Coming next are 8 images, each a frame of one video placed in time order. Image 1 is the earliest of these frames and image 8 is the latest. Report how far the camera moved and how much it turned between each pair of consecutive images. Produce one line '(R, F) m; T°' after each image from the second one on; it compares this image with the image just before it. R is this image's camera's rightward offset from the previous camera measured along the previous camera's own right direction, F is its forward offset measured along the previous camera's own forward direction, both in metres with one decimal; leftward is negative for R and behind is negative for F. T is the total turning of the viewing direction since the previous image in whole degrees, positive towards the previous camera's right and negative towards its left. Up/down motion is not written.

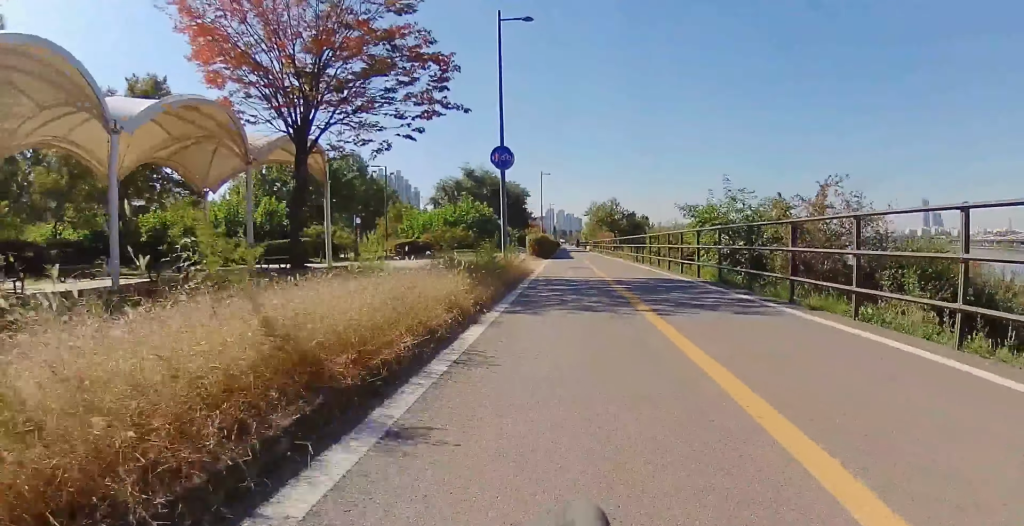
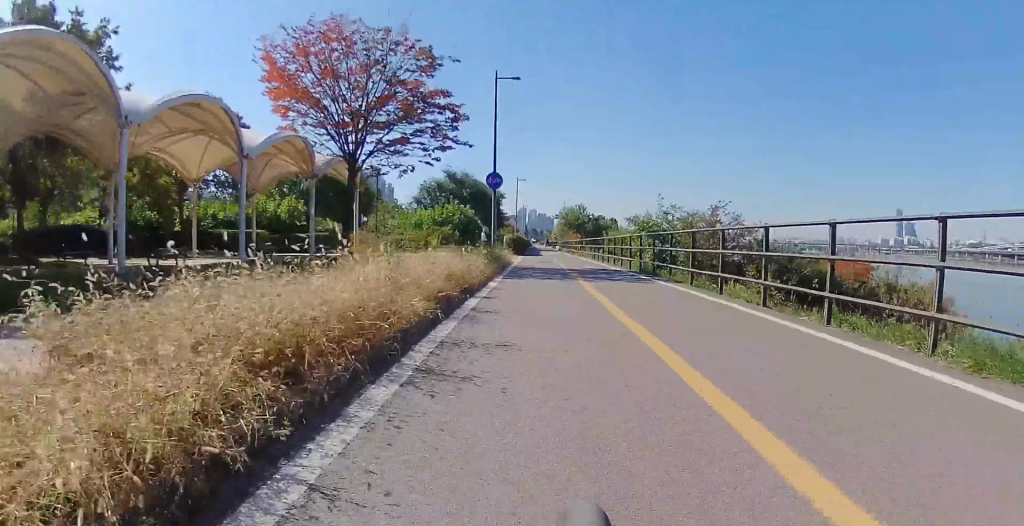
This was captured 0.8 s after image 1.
(0.0, +6.1) m; 0°
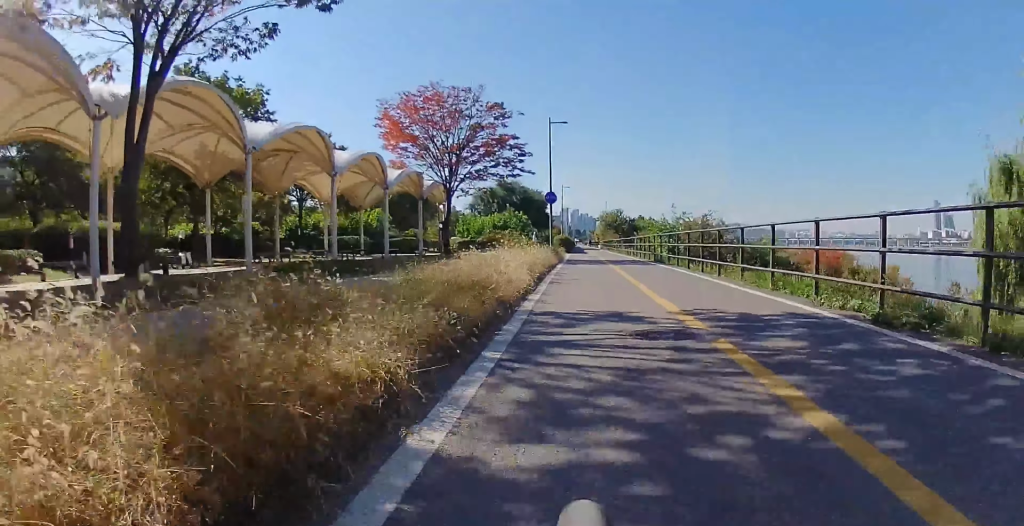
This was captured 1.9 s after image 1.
(0.0, +8.1) m; +2°
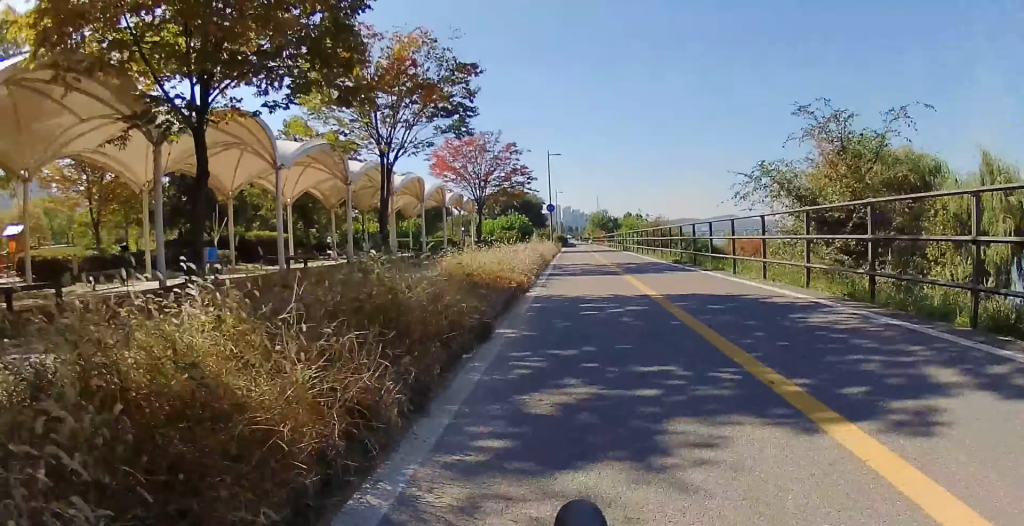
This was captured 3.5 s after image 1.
(+0.4, +12.0) m; +1°
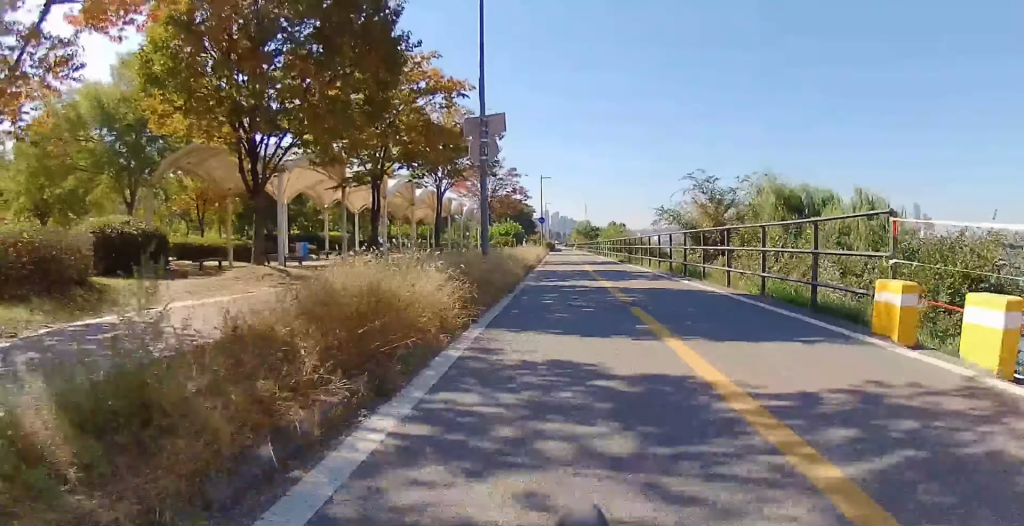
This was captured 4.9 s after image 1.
(-0.4, +11.1) m; -2°
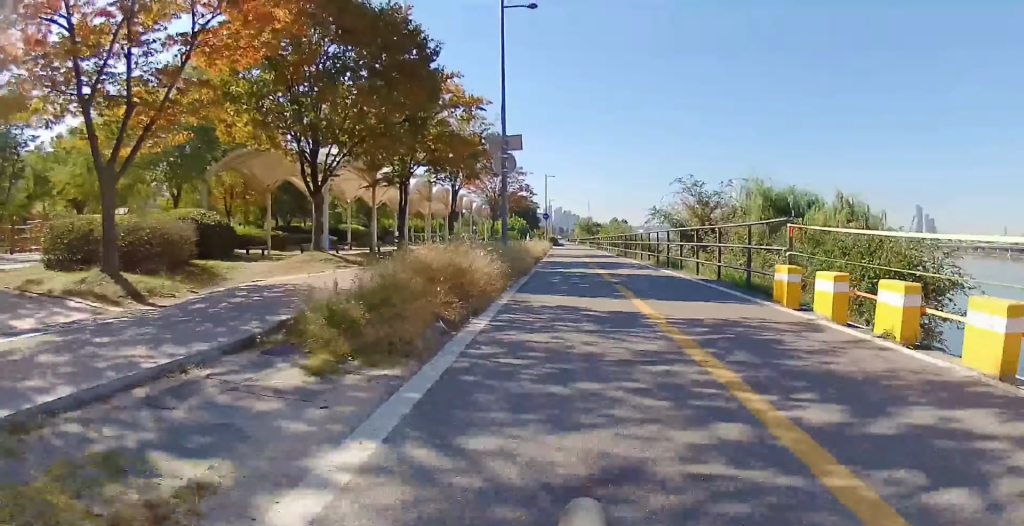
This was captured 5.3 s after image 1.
(0.0, +3.0) m; 0°
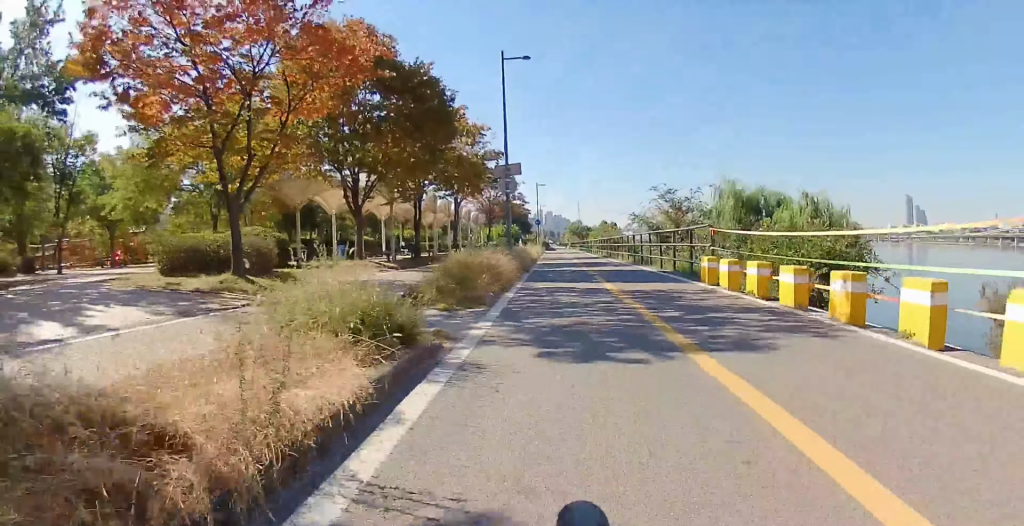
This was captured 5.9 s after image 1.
(0.0, +4.0) m; -1°
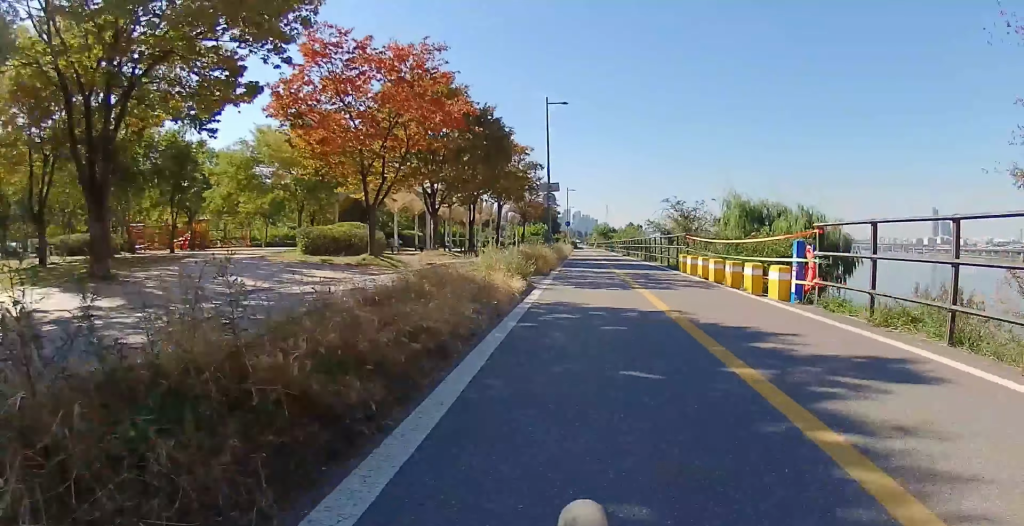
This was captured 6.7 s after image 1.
(-0.1, +6.3) m; -3°
